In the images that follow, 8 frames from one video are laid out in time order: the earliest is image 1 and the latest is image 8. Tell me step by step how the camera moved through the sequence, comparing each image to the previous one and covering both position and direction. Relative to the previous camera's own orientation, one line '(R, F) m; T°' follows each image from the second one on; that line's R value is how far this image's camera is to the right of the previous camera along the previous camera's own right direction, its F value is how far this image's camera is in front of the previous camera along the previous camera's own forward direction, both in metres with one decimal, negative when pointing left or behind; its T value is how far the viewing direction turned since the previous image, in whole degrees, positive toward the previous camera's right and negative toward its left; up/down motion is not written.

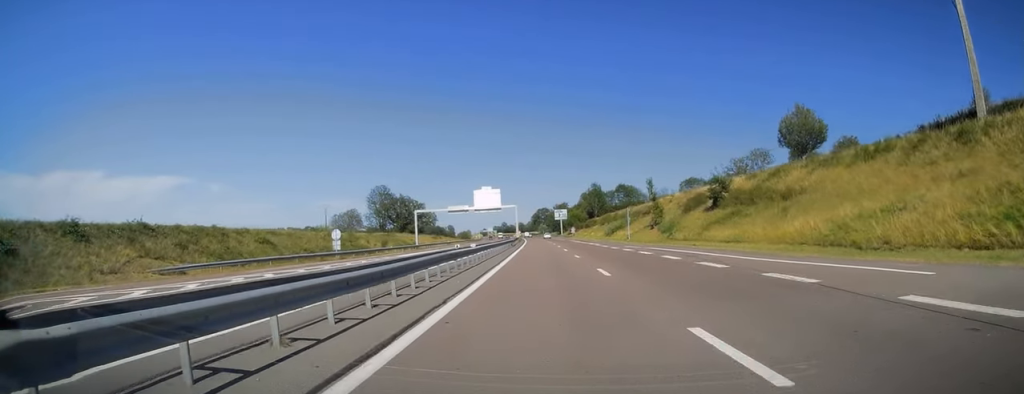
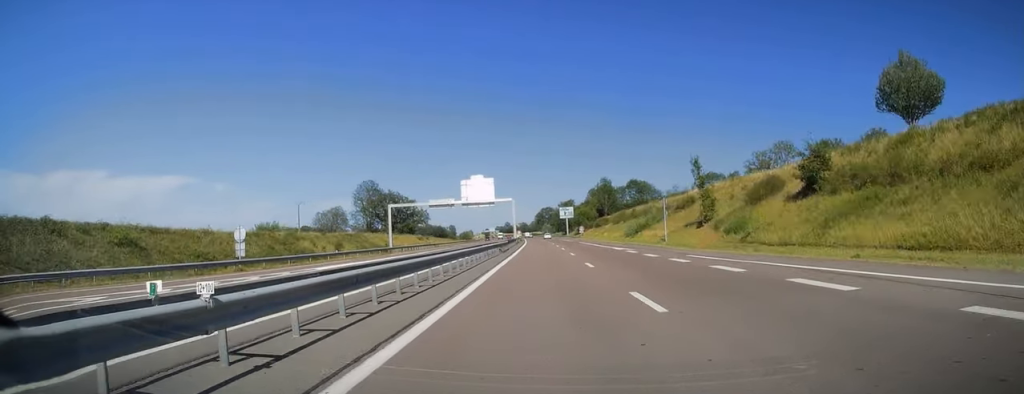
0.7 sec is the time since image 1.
(-0.2, +21.1) m; 0°
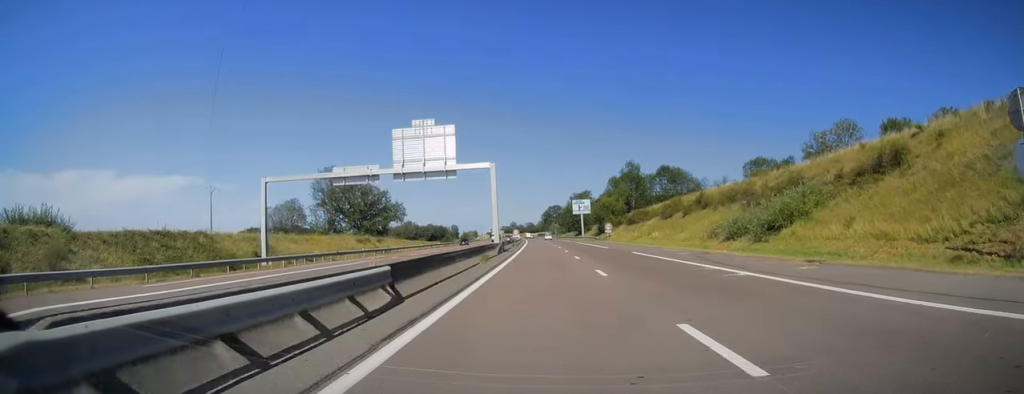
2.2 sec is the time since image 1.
(+0.1, +43.2) m; -1°
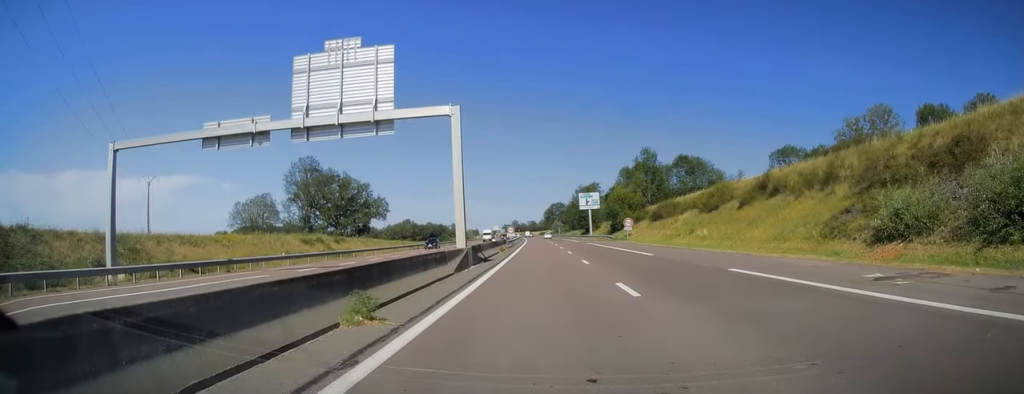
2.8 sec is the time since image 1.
(-0.1, +19.1) m; 0°
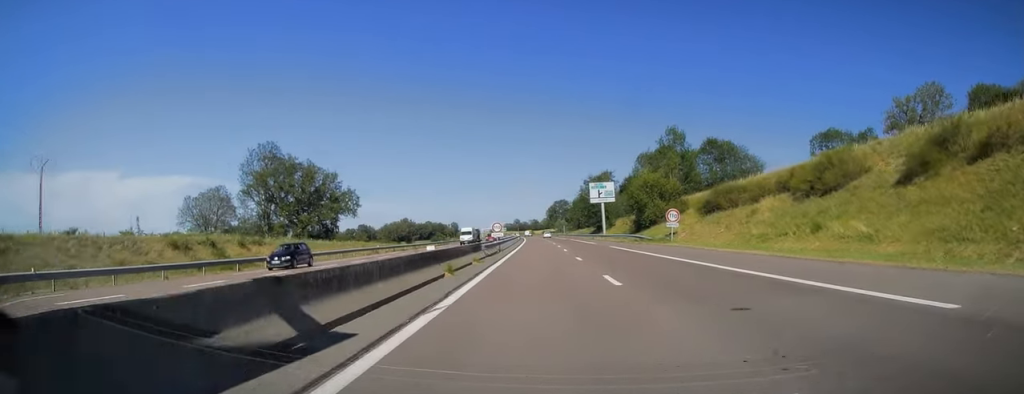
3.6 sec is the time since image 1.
(0.0, +23.5) m; 0°
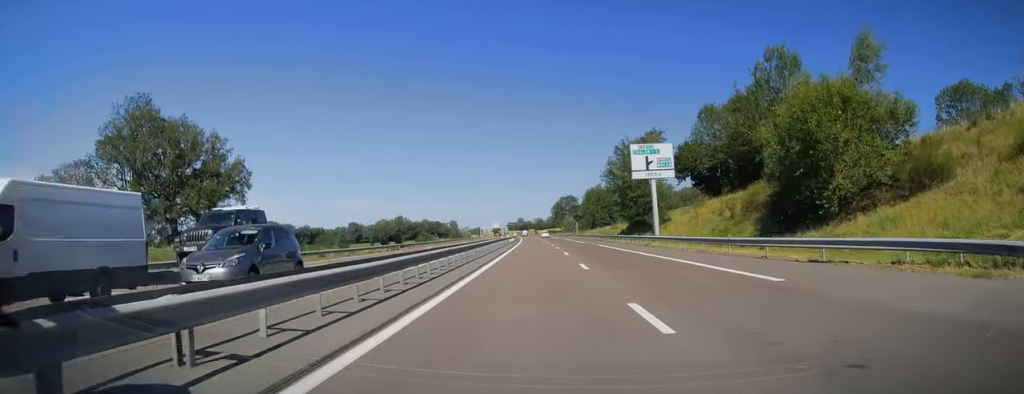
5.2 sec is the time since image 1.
(-0.1, +45.6) m; 0°
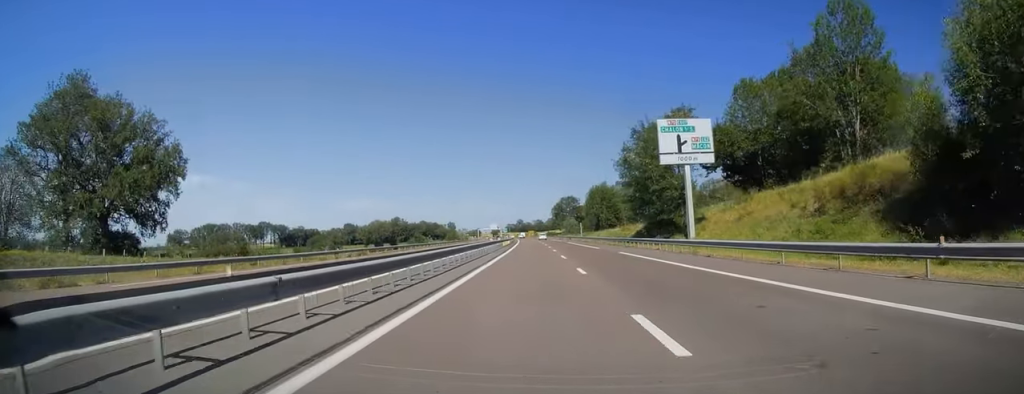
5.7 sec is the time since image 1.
(0.0, +14.2) m; 0°
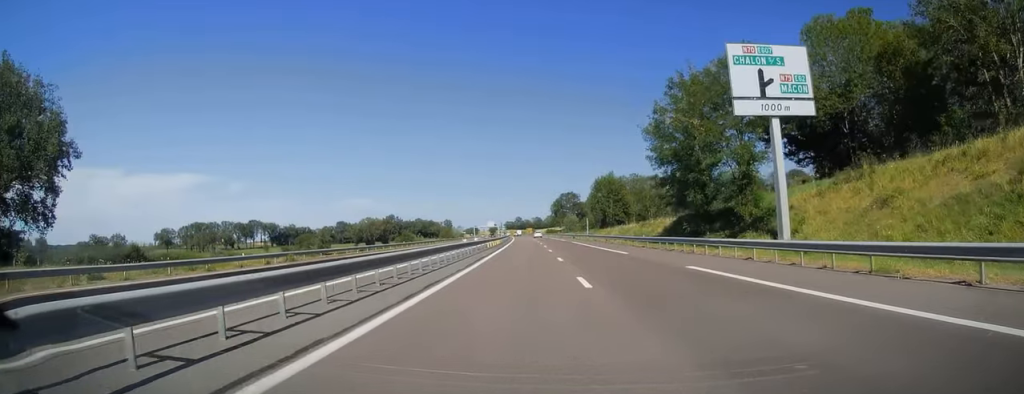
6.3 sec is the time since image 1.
(0.0, +18.1) m; 0°
